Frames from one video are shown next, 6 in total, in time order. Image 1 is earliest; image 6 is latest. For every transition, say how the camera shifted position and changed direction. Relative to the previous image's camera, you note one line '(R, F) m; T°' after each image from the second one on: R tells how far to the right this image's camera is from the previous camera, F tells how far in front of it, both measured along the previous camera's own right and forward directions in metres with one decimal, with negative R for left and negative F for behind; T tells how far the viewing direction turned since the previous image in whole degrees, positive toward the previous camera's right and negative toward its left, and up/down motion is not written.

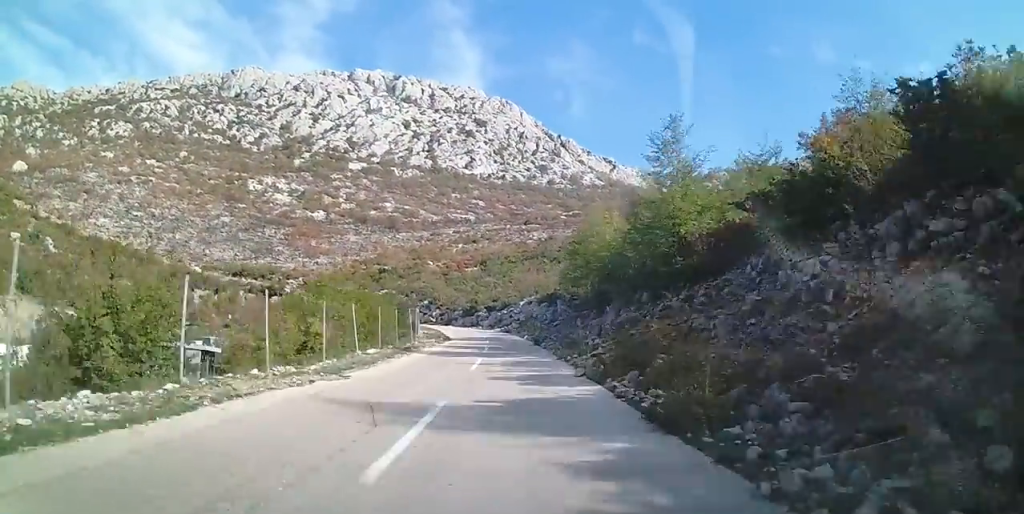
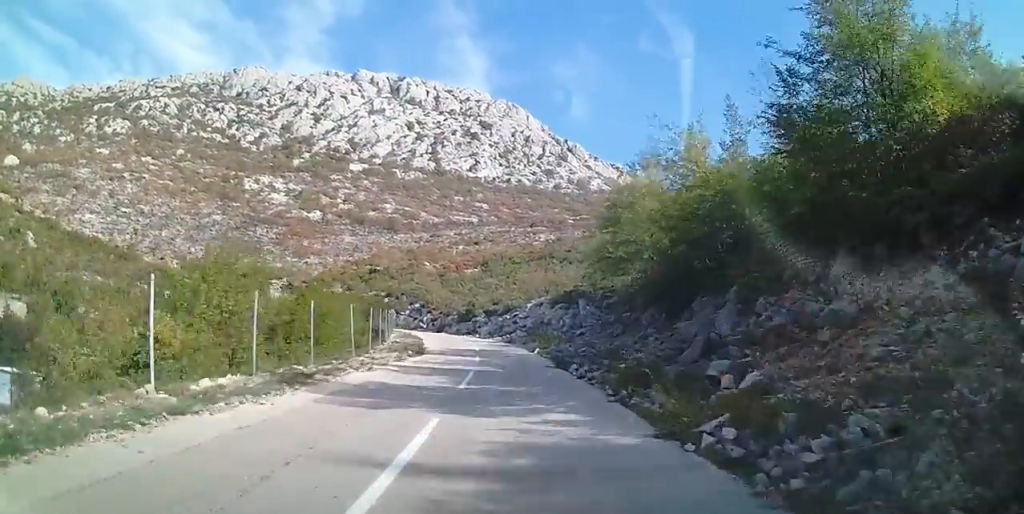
(0.0, +13.2) m; -1°
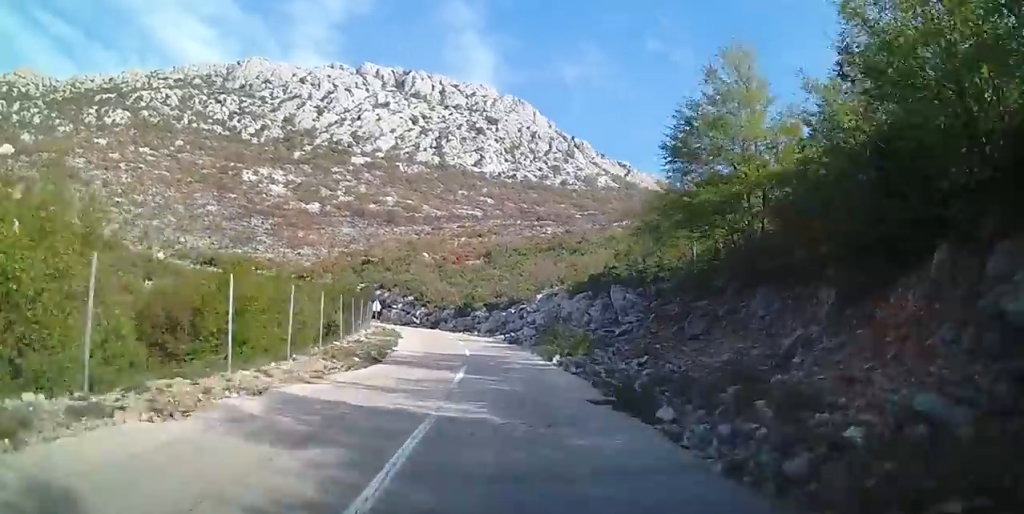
(-0.2, +9.7) m; -2°
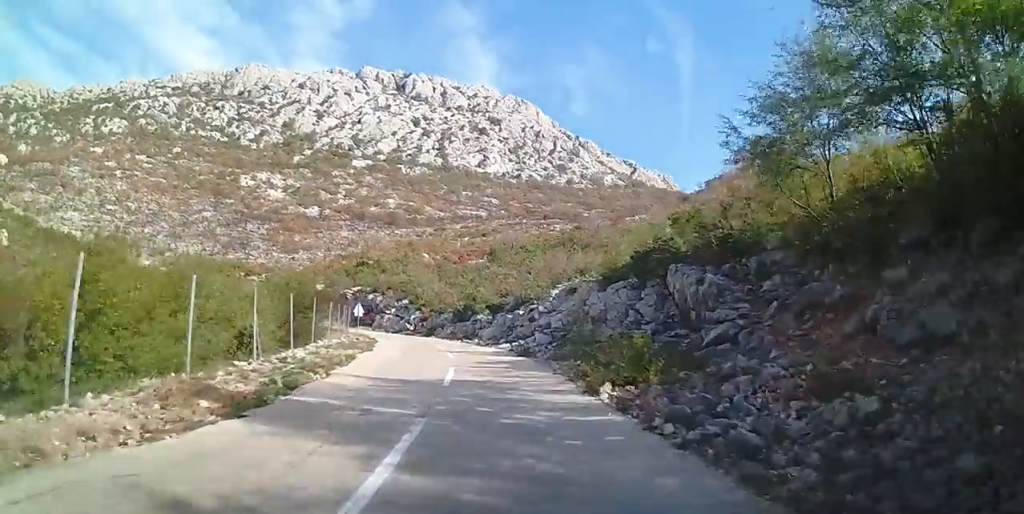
(-0.1, +8.7) m; -2°
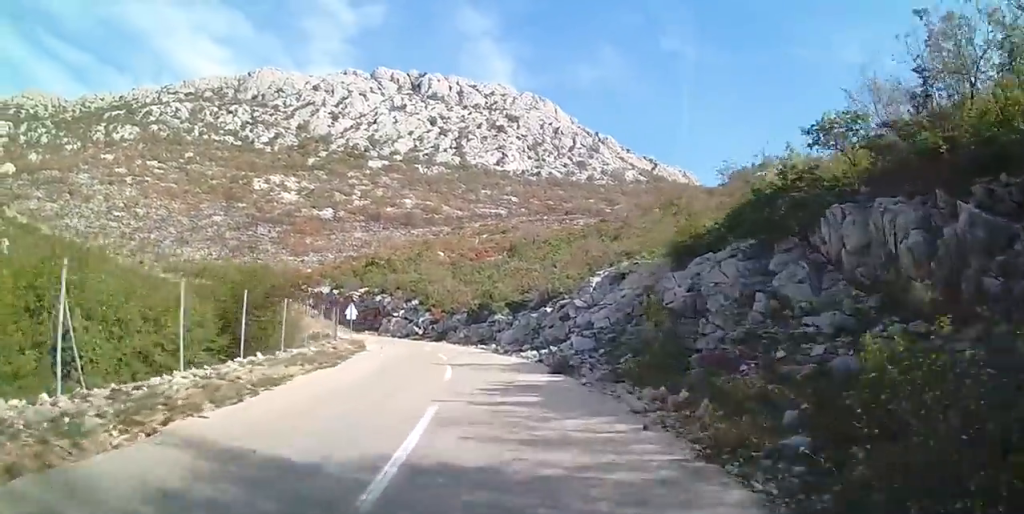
(-0.1, +8.2) m; -2°
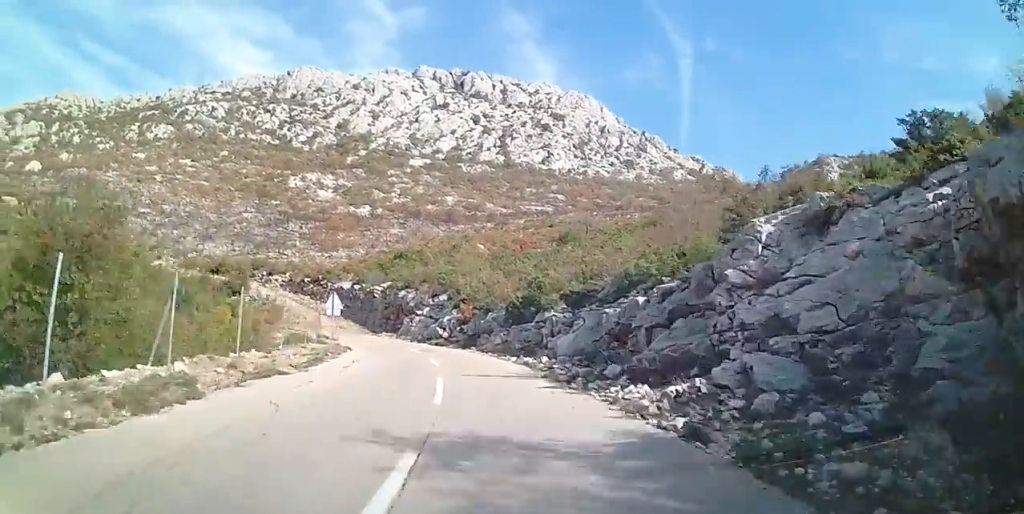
(-0.5, +12.9) m; -4°
